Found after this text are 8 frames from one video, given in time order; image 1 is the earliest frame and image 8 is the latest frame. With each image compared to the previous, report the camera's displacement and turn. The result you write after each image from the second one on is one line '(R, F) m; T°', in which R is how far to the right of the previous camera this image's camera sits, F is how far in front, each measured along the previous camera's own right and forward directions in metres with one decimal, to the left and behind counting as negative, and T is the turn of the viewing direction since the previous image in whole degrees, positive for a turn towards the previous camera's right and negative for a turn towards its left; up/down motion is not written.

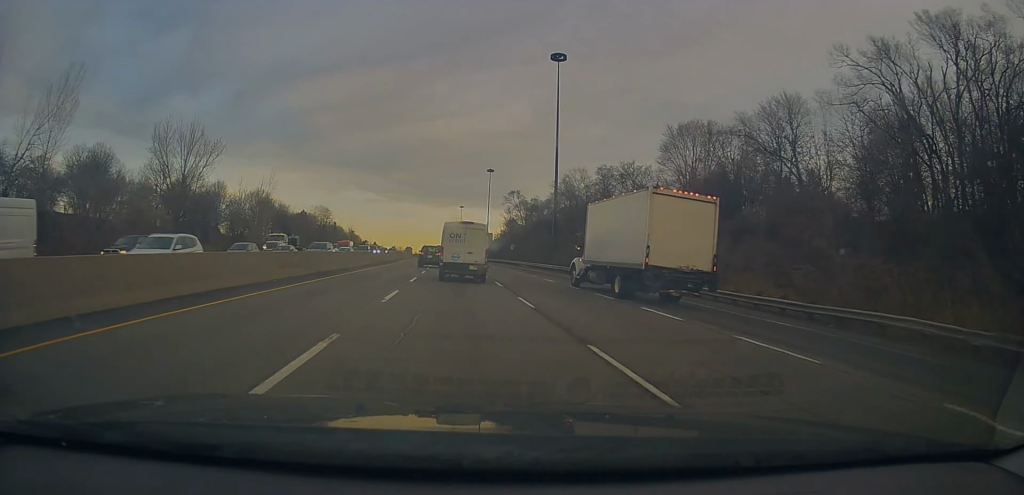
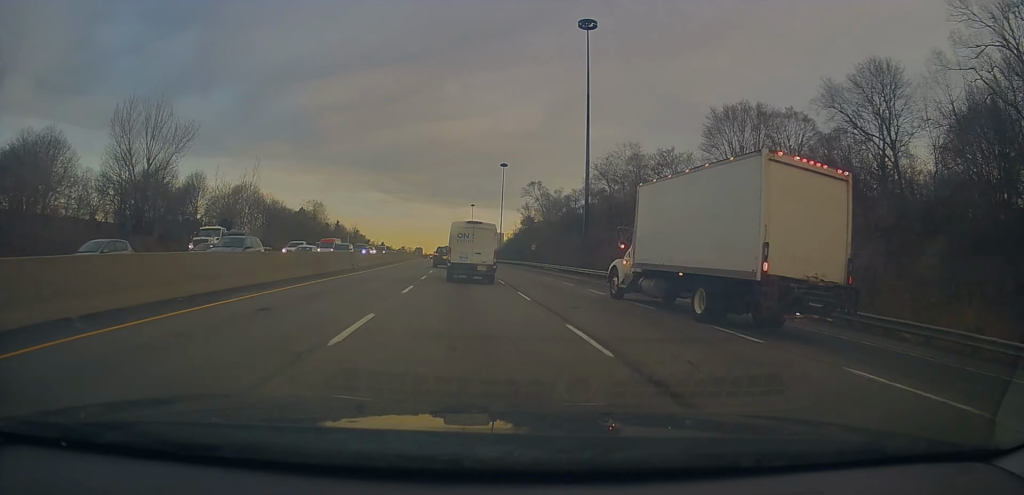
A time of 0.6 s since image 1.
(-0.1, +15.4) m; -1°
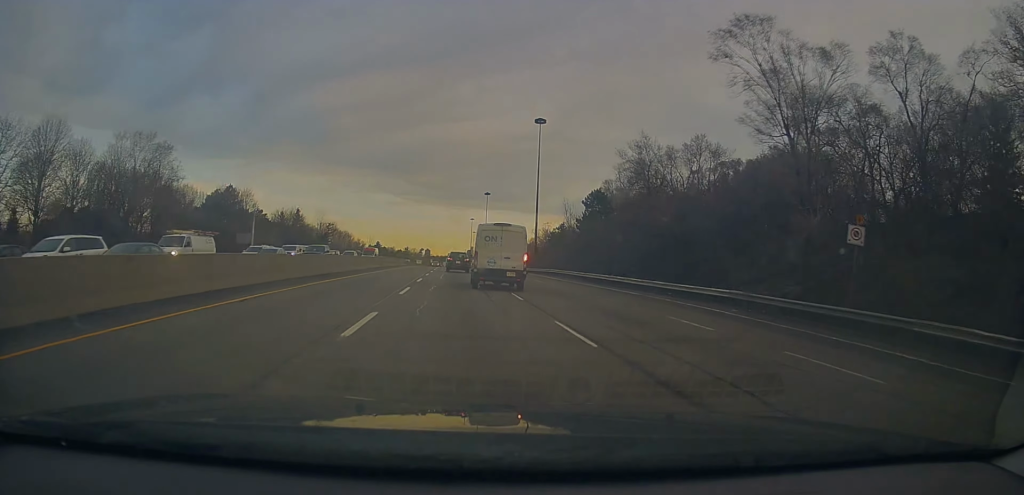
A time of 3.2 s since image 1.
(-2.3, +69.8) m; -3°
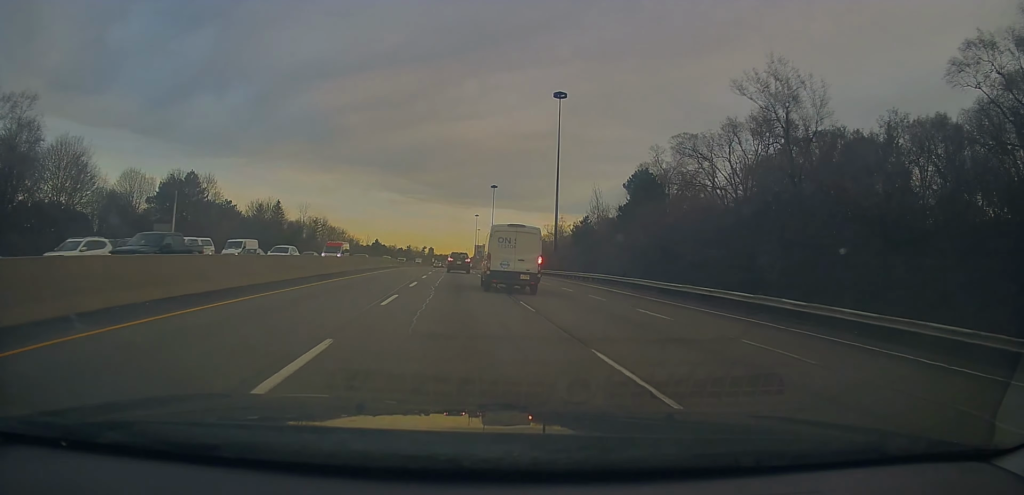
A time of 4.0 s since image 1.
(-0.3, +21.0) m; 0°
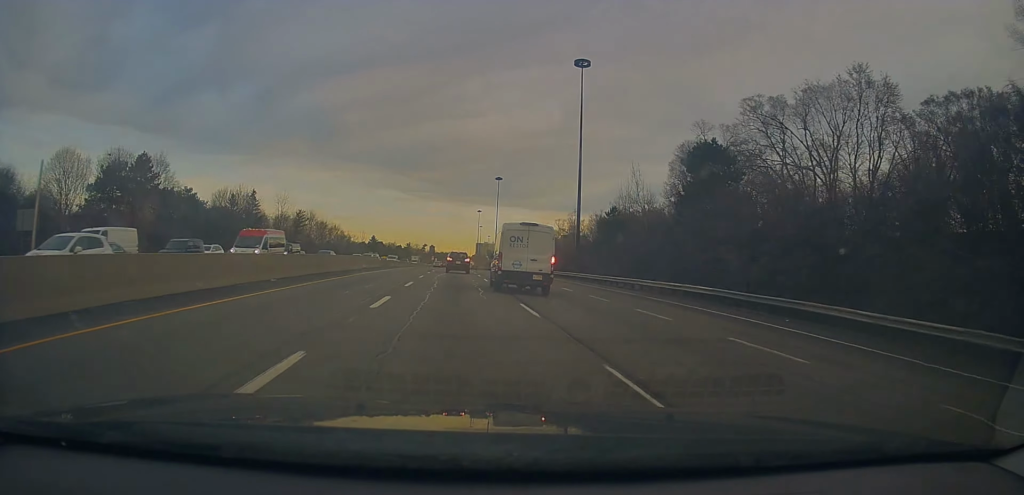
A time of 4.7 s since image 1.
(+0.1, +18.4) m; 0°
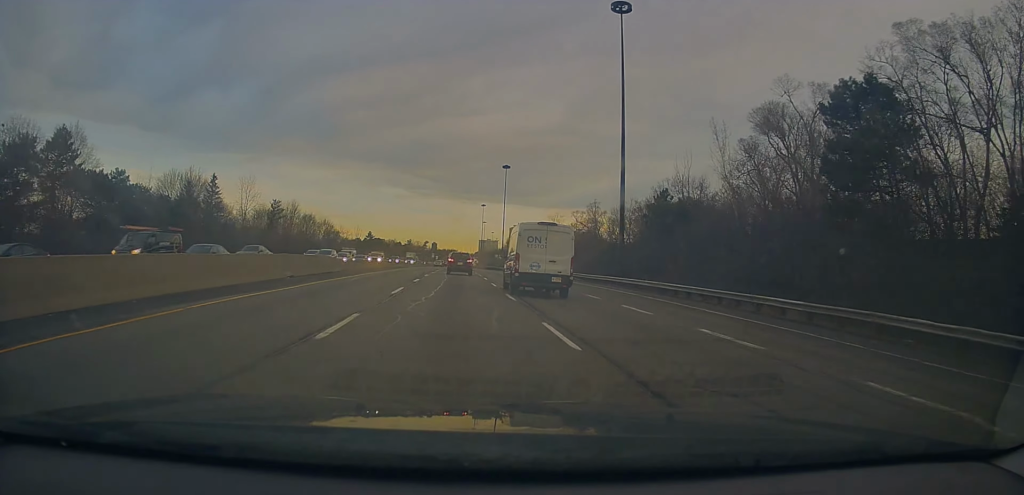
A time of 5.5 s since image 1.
(+0.2, +22.1) m; 0°
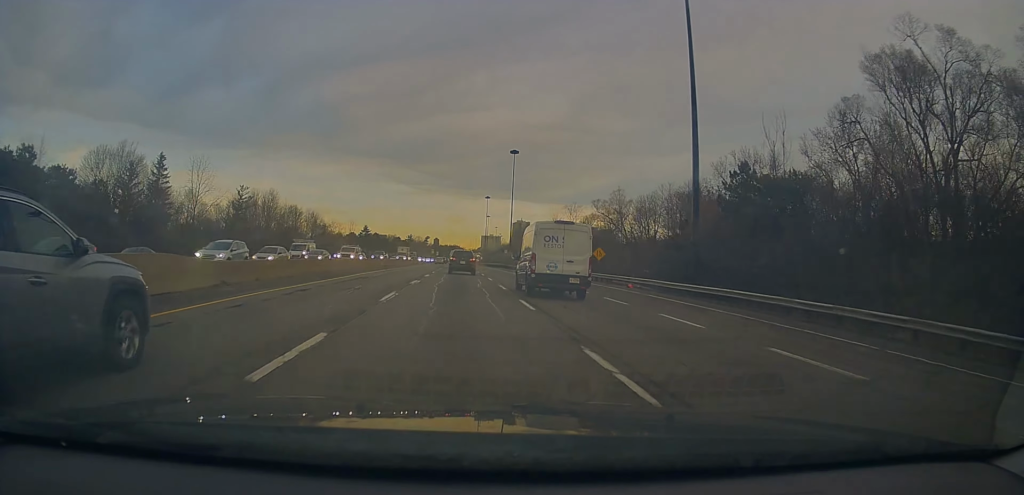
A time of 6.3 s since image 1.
(-0.2, +20.5) m; -1°
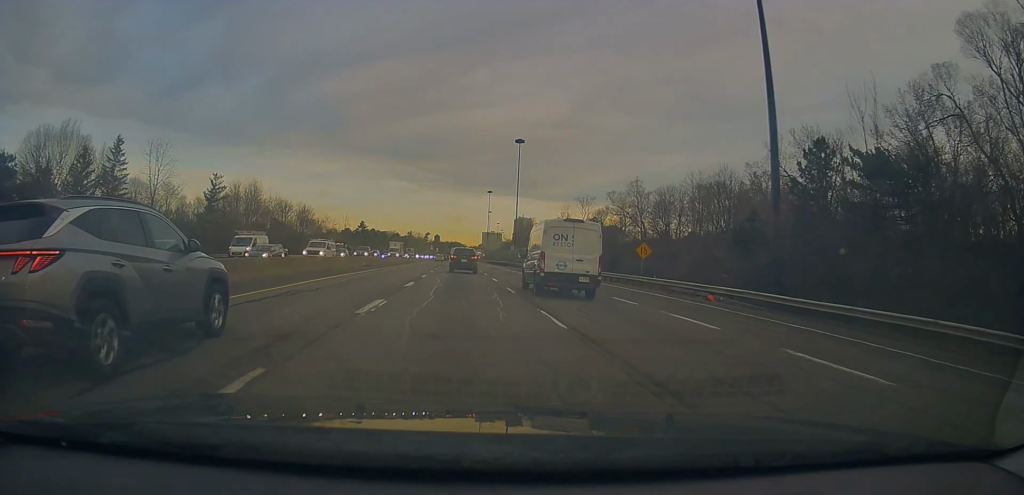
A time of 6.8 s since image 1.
(0.0, +12.3) m; 0°
